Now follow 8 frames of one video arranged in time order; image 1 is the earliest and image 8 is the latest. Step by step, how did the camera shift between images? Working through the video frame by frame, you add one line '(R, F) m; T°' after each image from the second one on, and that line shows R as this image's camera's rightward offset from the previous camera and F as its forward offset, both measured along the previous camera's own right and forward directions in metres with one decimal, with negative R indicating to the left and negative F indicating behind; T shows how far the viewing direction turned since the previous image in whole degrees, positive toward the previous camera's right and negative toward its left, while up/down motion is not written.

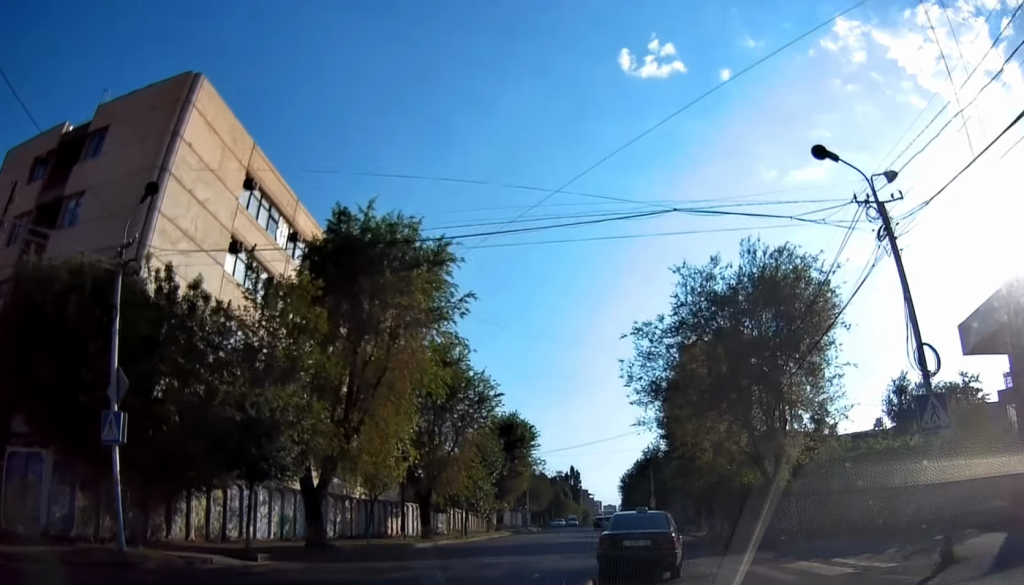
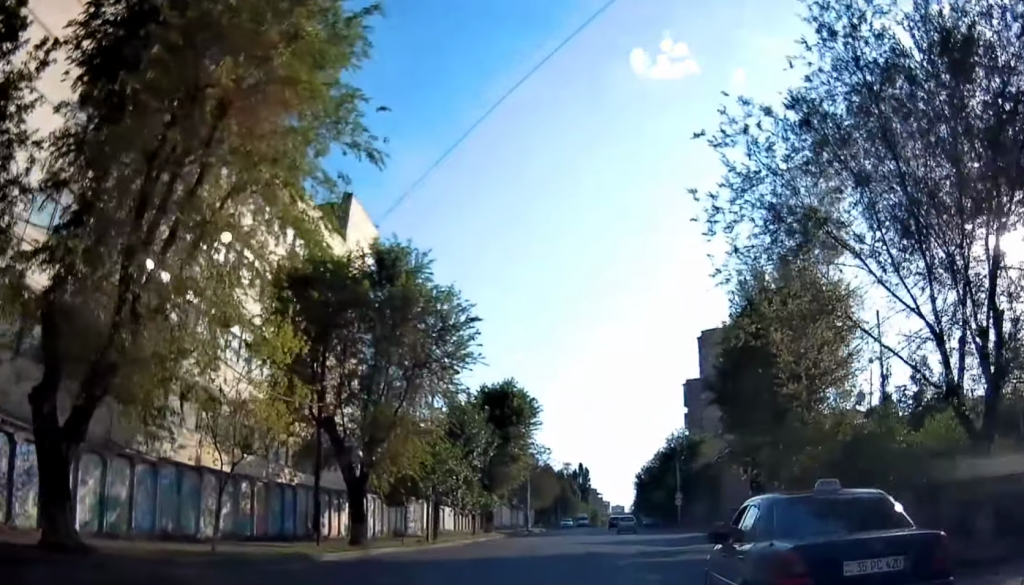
(+0.2, +14.2) m; 0°
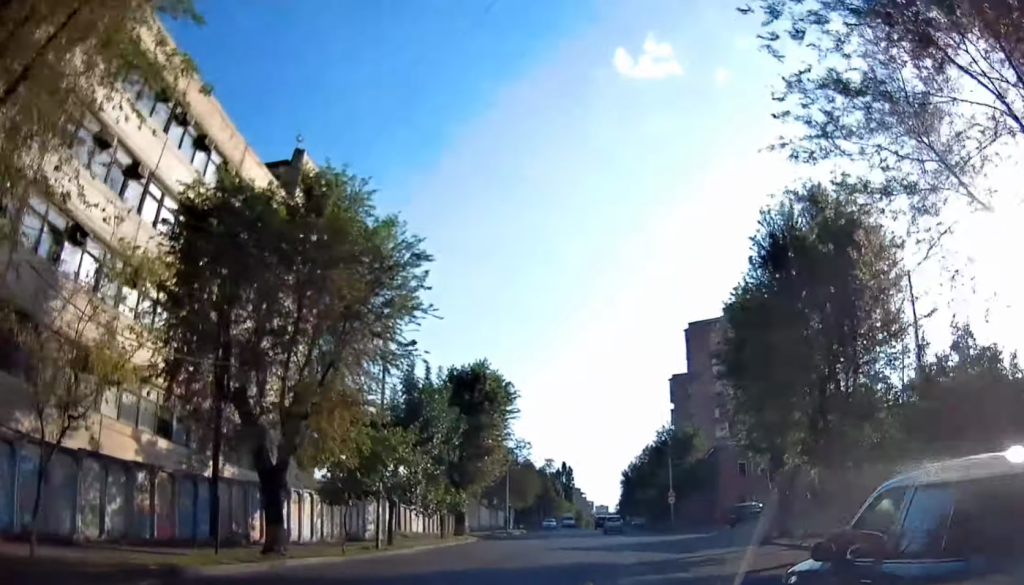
(+0.1, +6.3) m; -1°
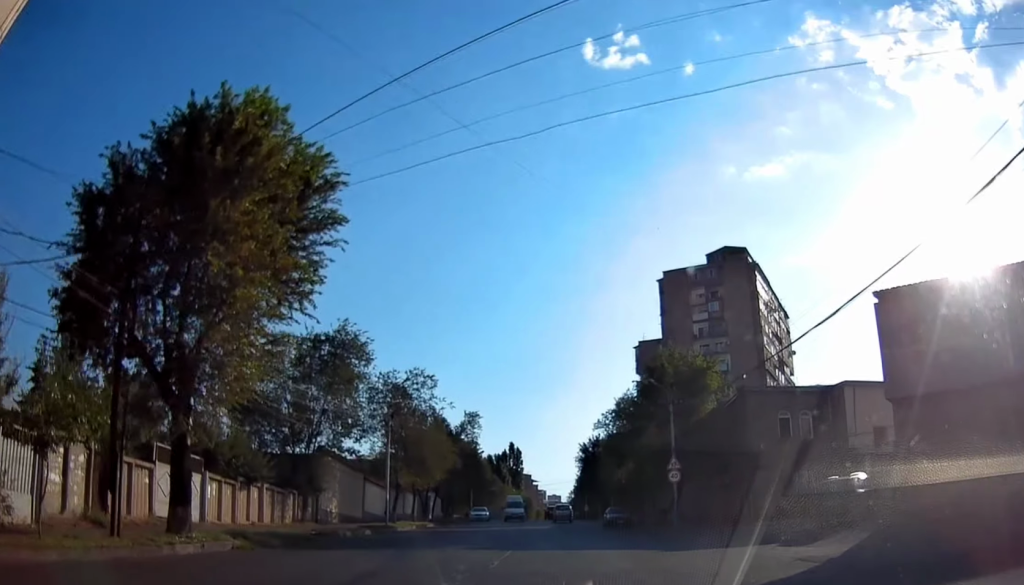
(+0.1, +28.1) m; +2°
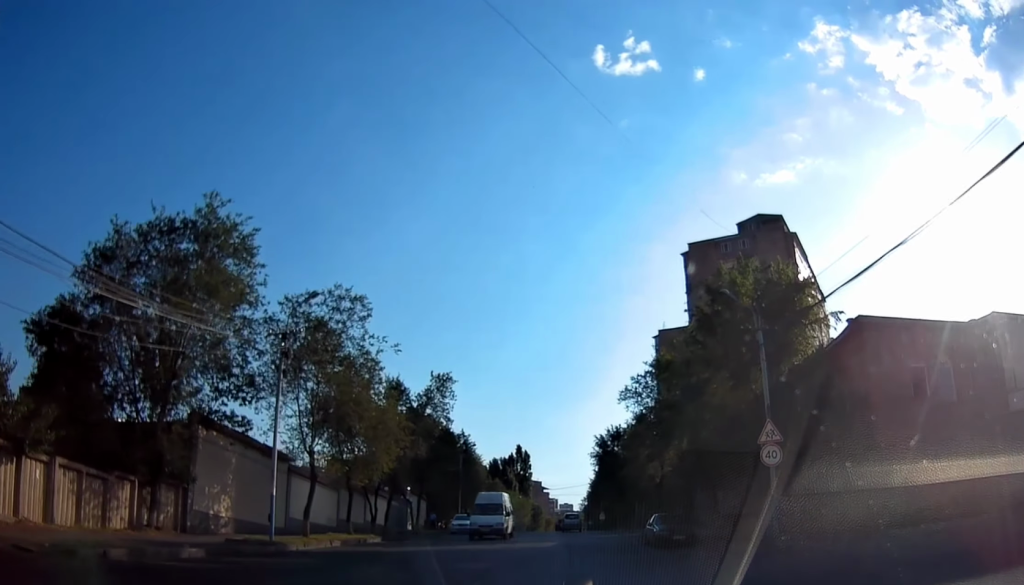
(+0.1, +15.8) m; +1°
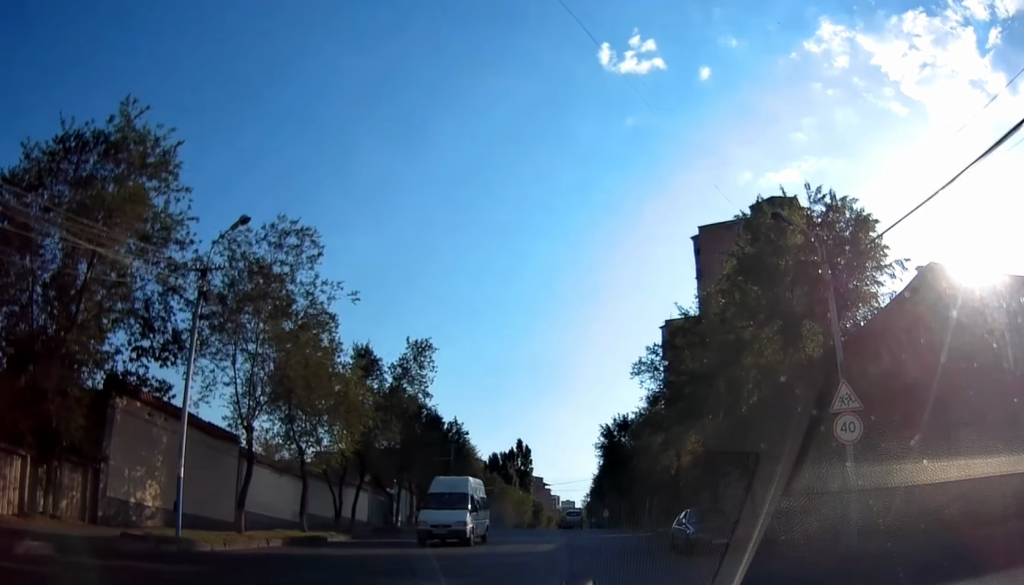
(-0.1, +5.6) m; +1°
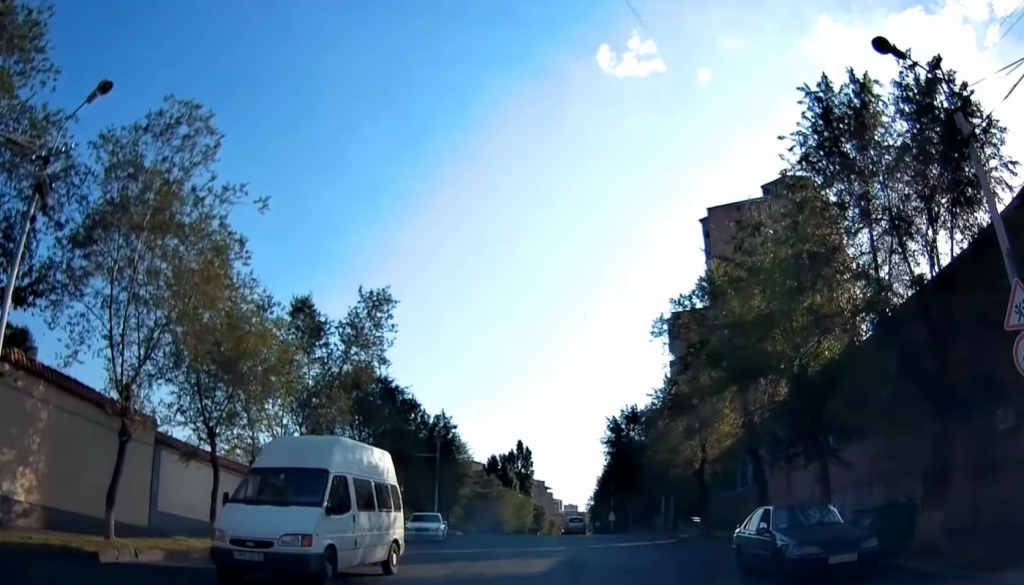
(+0.2, +6.7) m; -1°
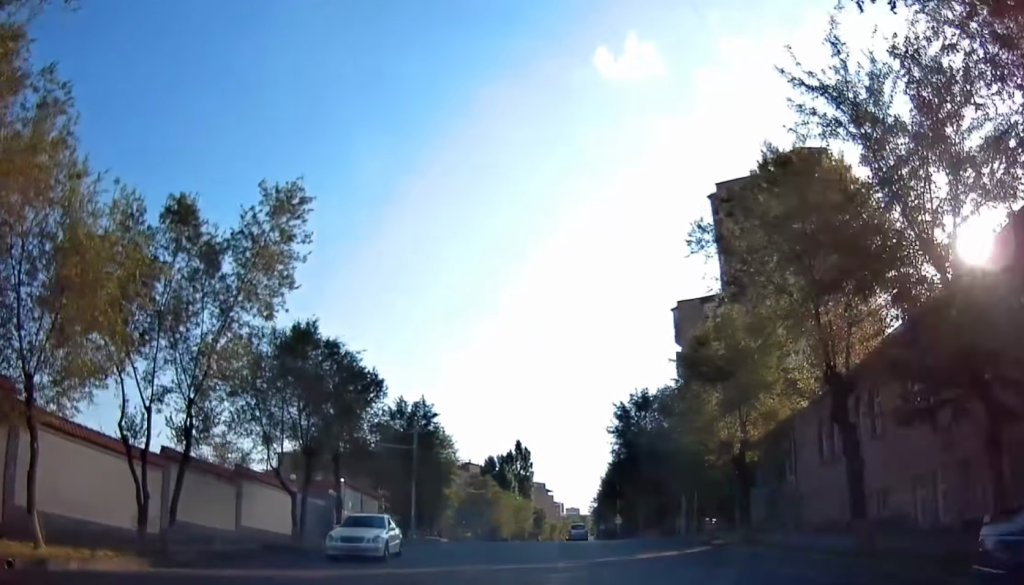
(0.0, +7.5) m; -1°
